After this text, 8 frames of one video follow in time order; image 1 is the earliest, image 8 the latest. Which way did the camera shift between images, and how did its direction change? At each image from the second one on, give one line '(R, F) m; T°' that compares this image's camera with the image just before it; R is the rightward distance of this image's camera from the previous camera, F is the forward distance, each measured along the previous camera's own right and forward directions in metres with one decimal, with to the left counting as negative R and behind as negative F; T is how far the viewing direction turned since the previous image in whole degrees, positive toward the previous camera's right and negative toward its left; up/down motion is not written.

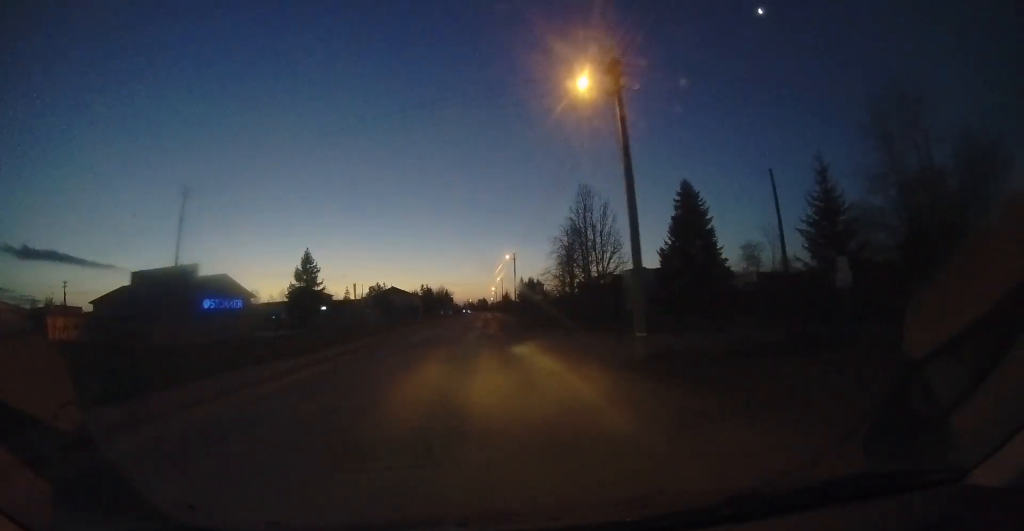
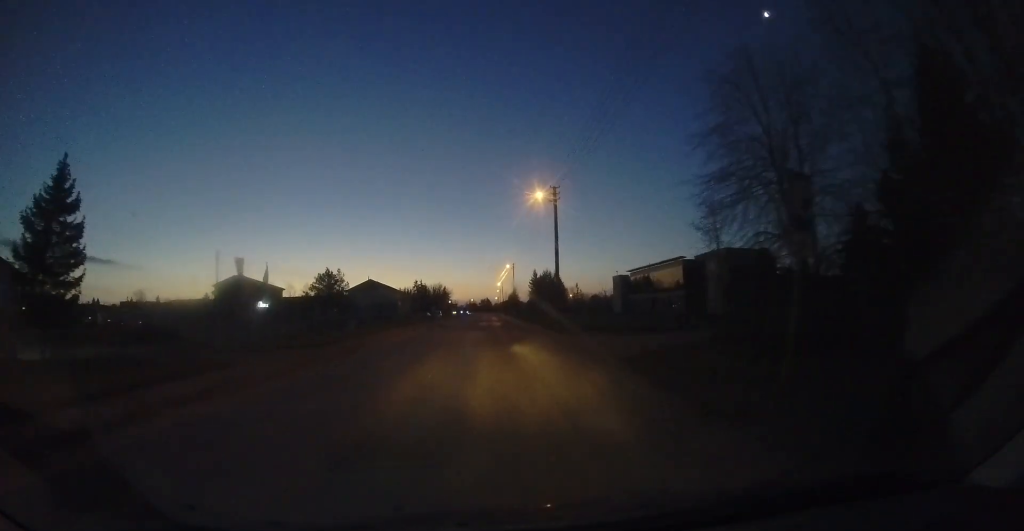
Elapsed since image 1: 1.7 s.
(0.0, +26.5) m; -1°
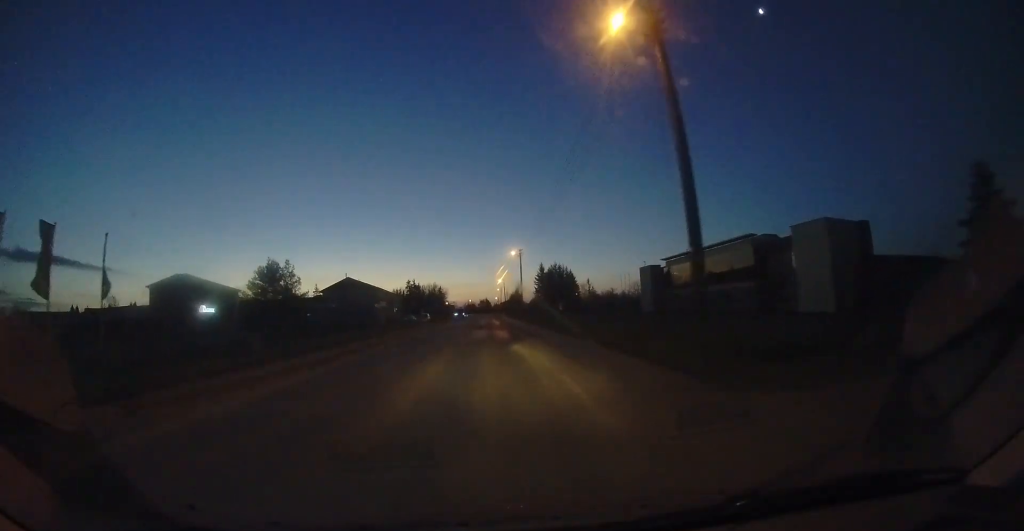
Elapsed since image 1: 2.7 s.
(-0.1, +14.1) m; 0°
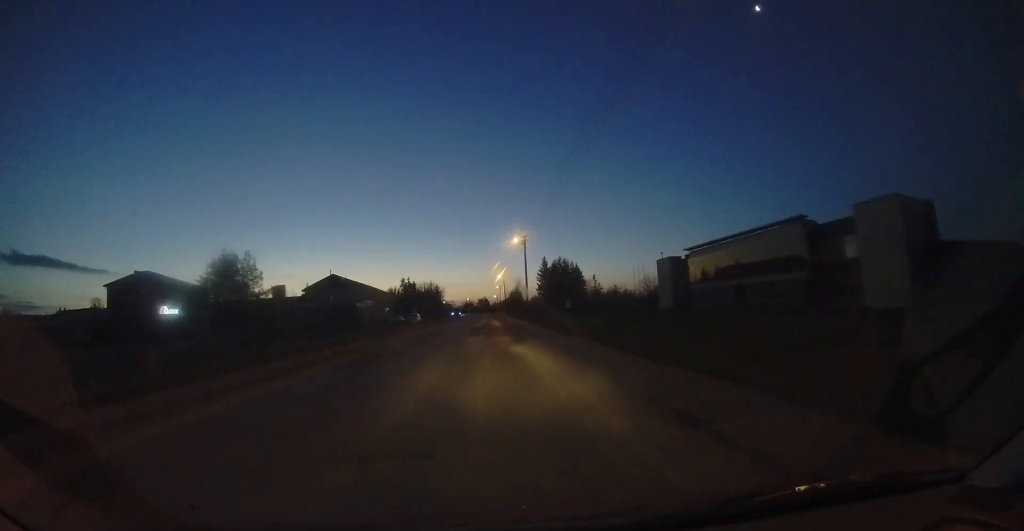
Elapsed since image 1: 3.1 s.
(+0.1, +6.8) m; 0°
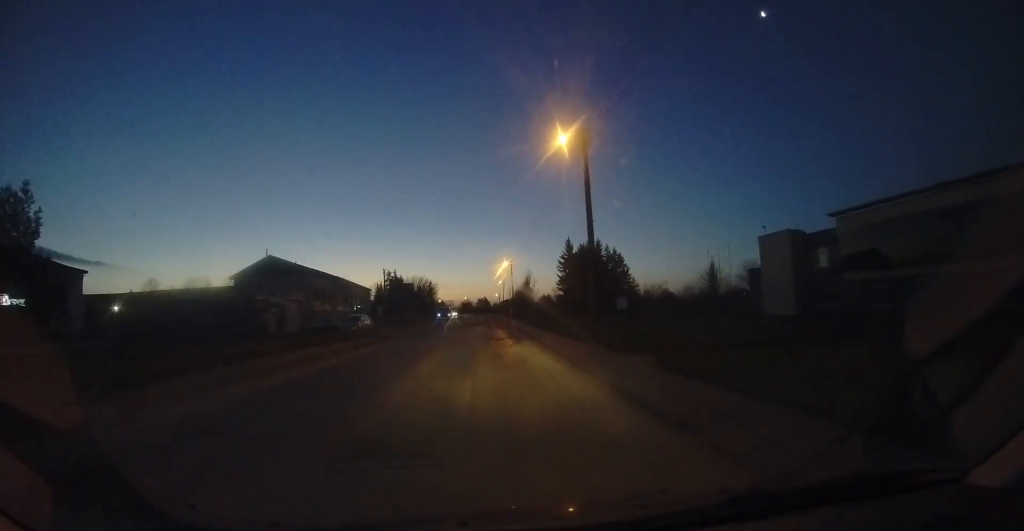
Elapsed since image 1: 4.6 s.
(0.0, +22.5) m; -1°
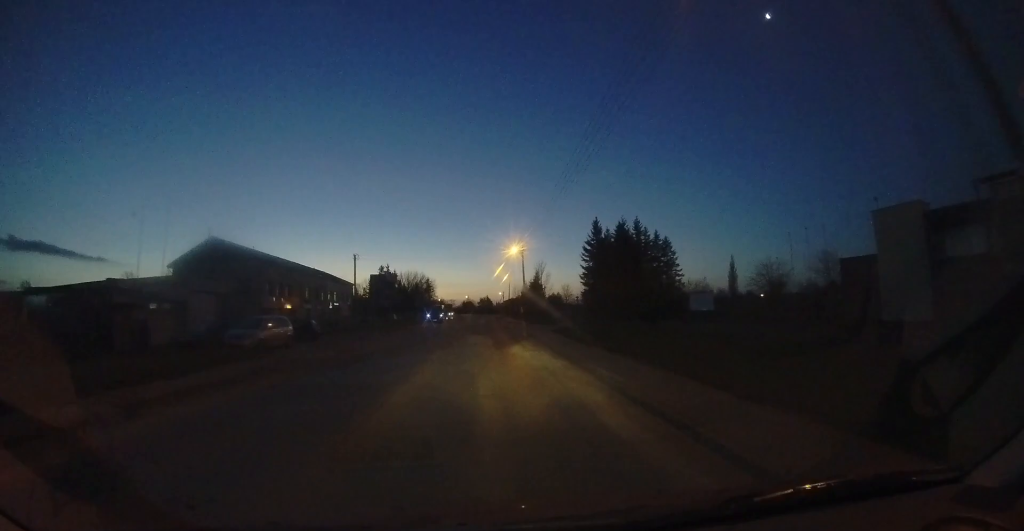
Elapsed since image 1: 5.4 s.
(-0.2, +12.3) m; -1°
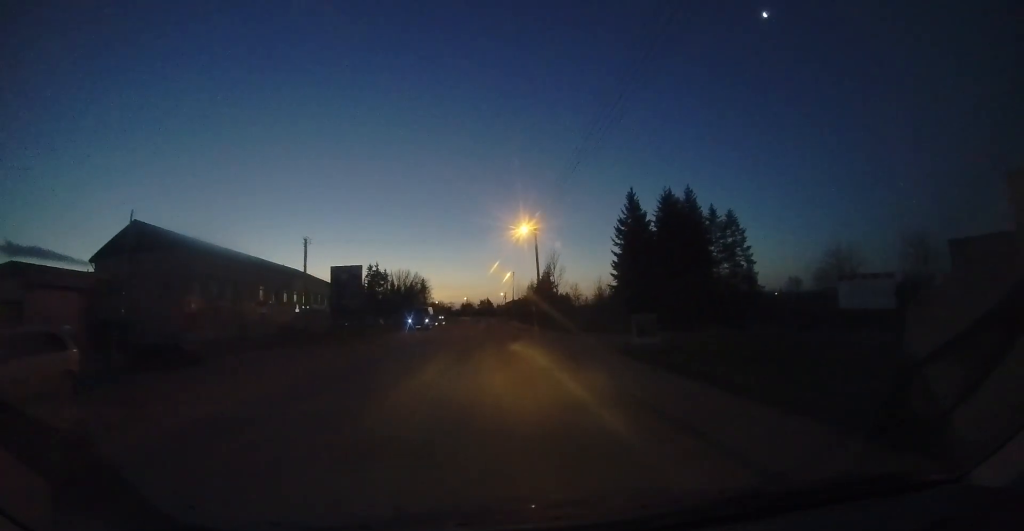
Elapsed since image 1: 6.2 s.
(0.0, +11.3) m; -1°
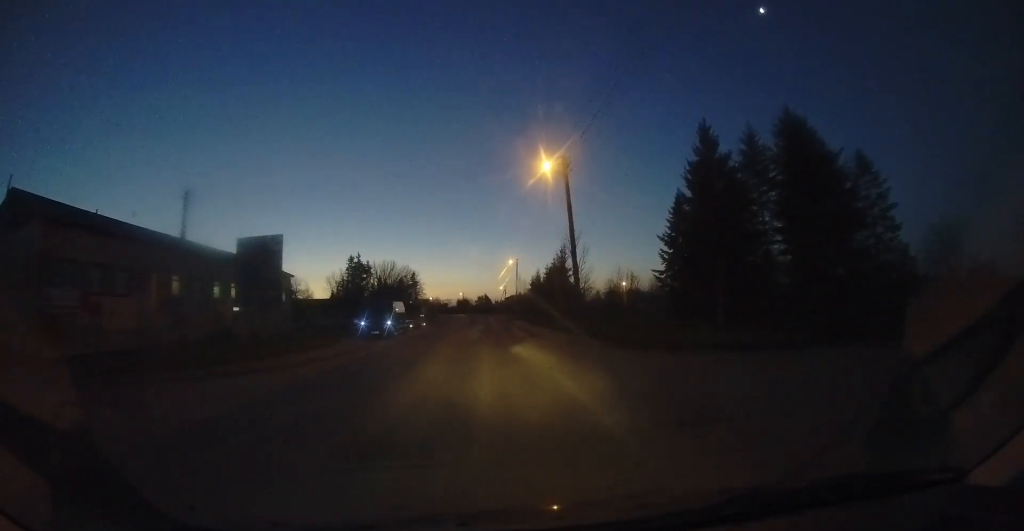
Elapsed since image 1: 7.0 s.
(-0.3, +12.3) m; +1°
